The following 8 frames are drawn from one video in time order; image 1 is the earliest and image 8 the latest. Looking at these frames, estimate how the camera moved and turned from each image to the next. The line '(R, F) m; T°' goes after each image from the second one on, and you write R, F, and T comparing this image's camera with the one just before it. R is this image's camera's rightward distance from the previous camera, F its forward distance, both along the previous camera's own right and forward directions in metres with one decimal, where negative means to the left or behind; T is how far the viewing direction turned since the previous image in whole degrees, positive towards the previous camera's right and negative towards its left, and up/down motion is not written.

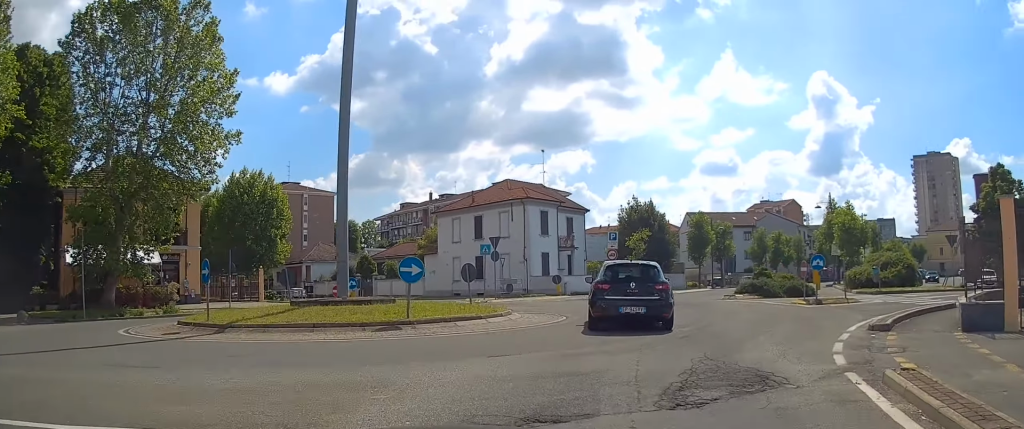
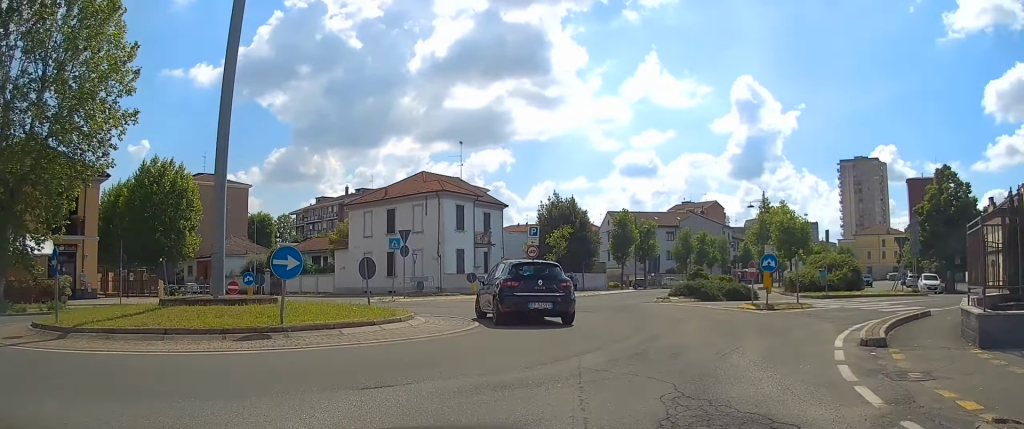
(+0.1, +2.9) m; +5°
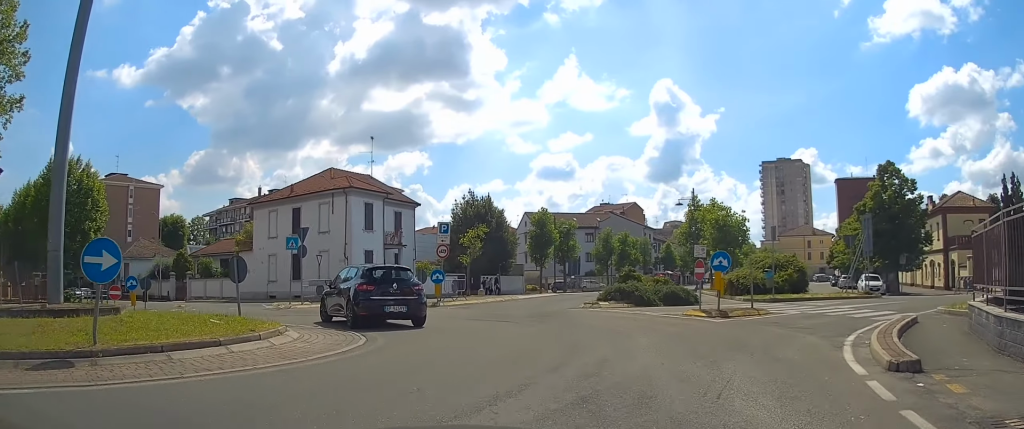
(+0.2, +3.3) m; +2°
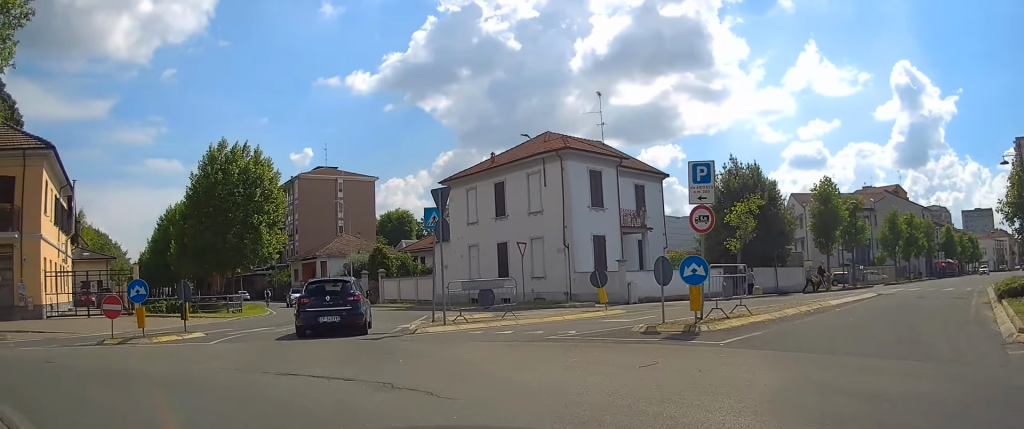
(-0.9, +13.3) m; -17°
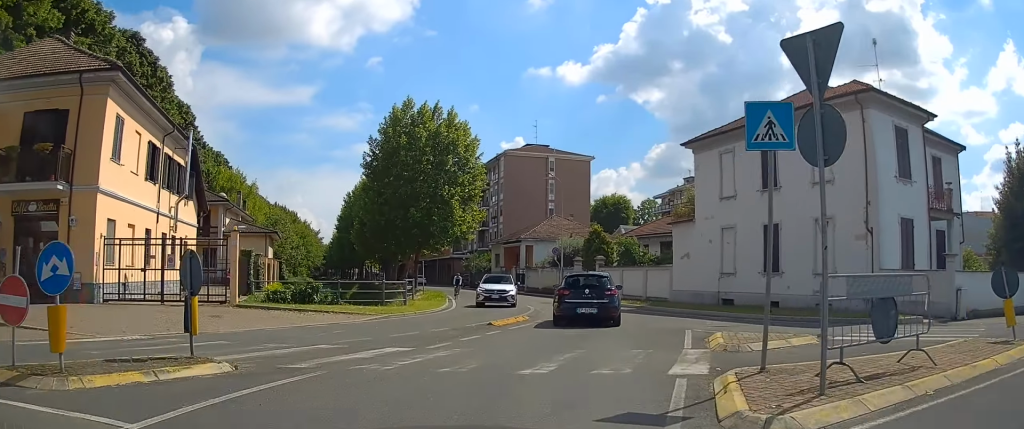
(-1.8, +9.9) m; -15°
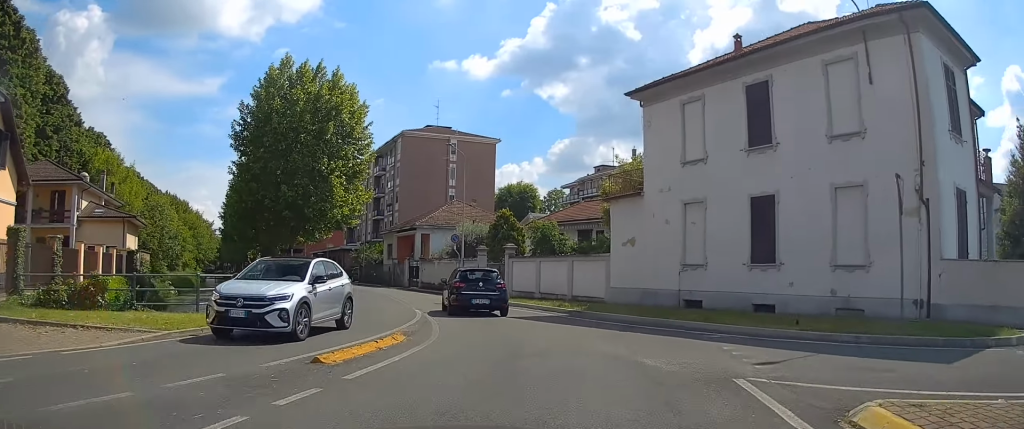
(0.0, +8.6) m; +2°
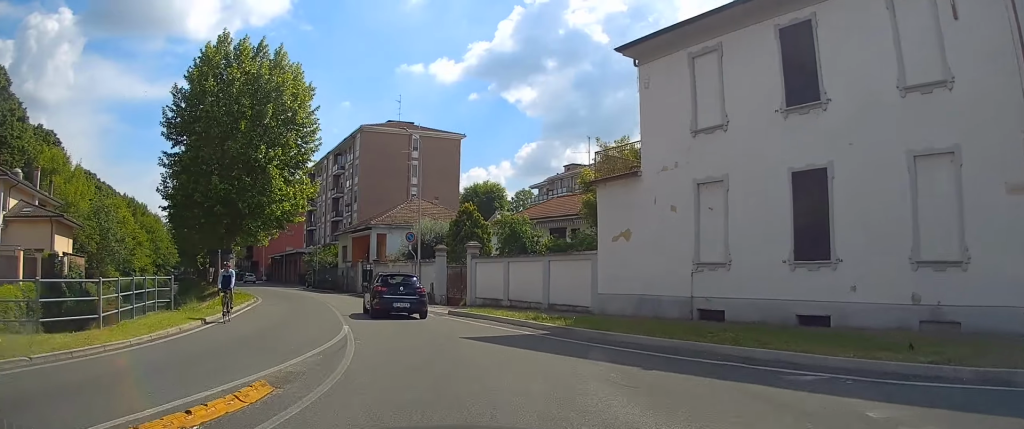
(+0.2, +5.4) m; 0°
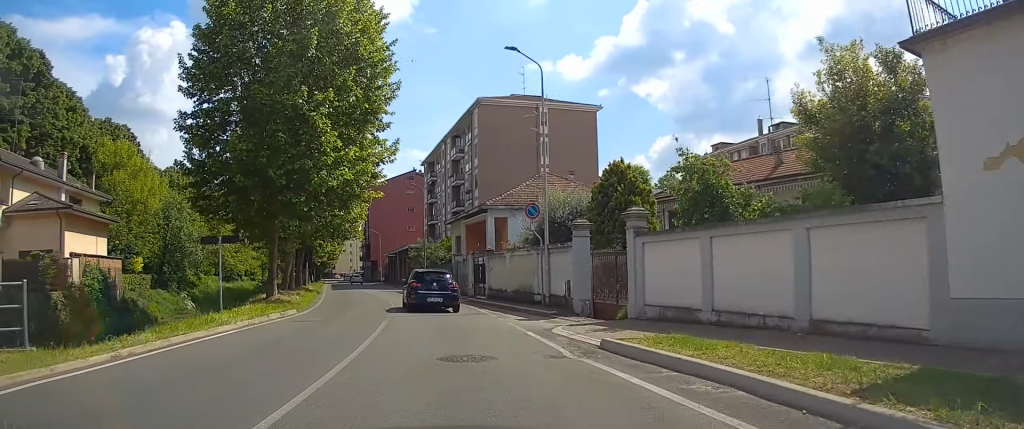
(-0.2, +12.1) m; -6°
